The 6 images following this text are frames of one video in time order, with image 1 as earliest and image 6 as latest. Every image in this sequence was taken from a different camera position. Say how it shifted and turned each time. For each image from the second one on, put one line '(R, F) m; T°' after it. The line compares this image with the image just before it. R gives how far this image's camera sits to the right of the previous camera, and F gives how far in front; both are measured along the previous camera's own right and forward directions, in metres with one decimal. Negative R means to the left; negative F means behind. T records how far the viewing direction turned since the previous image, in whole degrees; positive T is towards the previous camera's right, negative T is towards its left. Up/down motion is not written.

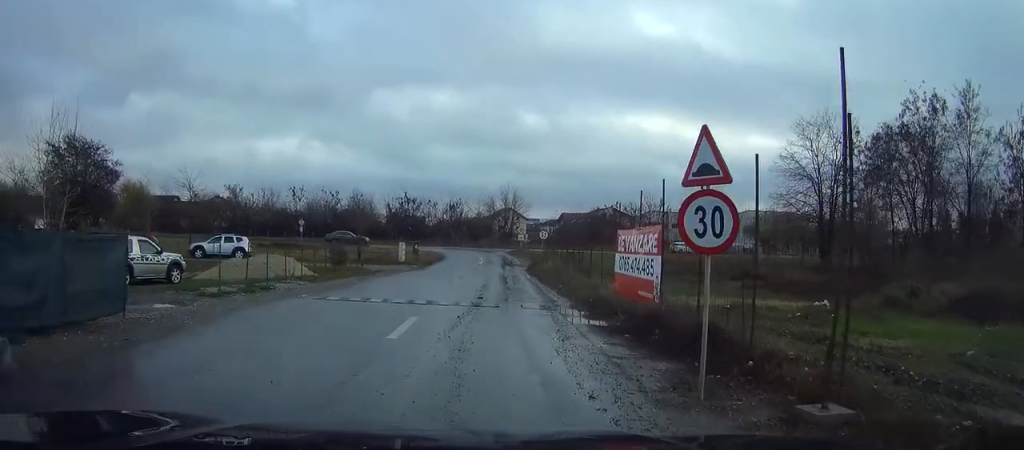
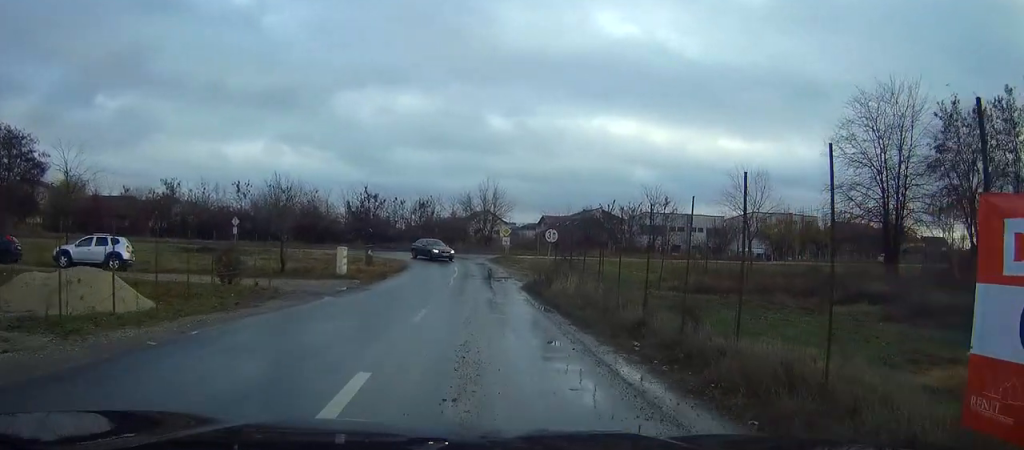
(0.0, +17.0) m; +3°
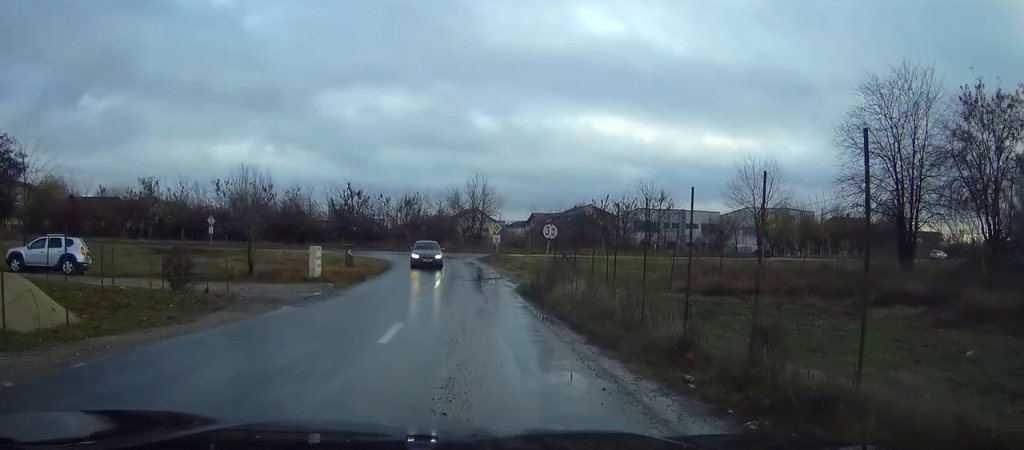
(+0.1, +3.9) m; +2°
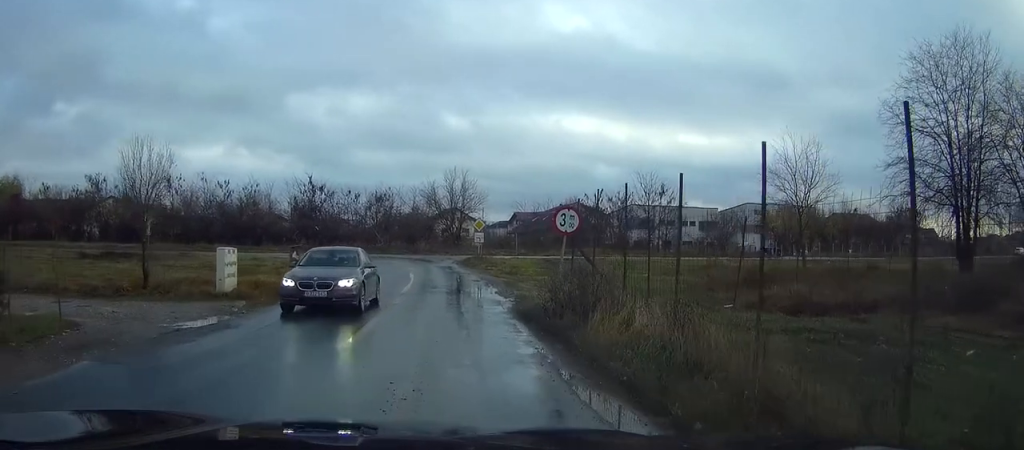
(+0.3, +8.2) m; +2°
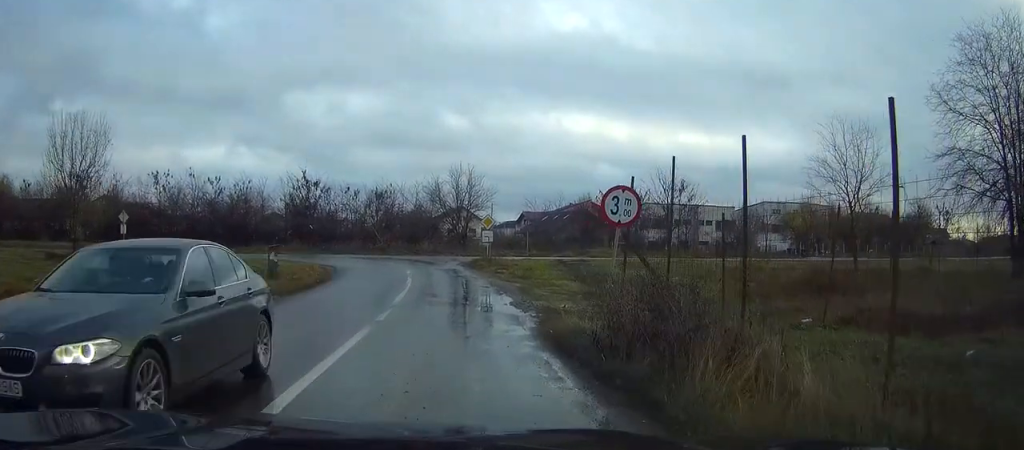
(-0.1, +4.4) m; -3°
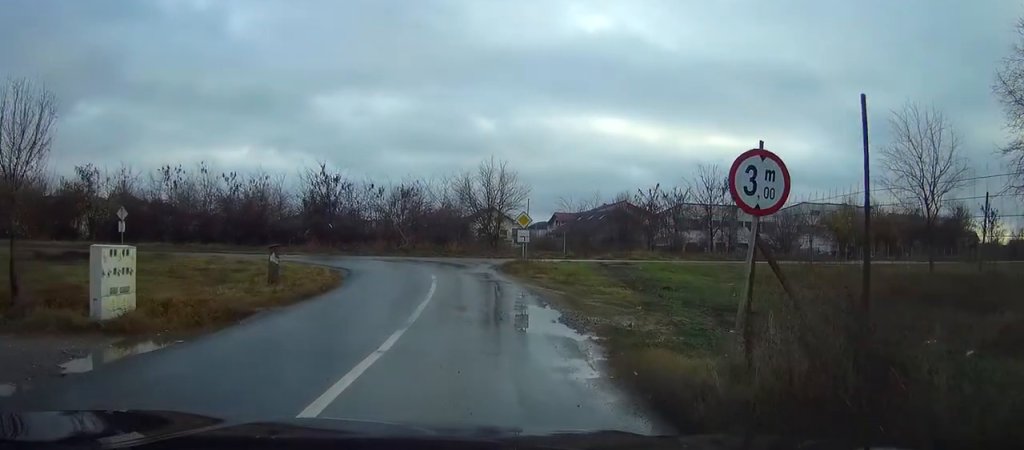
(-0.1, +3.9) m; -2°
